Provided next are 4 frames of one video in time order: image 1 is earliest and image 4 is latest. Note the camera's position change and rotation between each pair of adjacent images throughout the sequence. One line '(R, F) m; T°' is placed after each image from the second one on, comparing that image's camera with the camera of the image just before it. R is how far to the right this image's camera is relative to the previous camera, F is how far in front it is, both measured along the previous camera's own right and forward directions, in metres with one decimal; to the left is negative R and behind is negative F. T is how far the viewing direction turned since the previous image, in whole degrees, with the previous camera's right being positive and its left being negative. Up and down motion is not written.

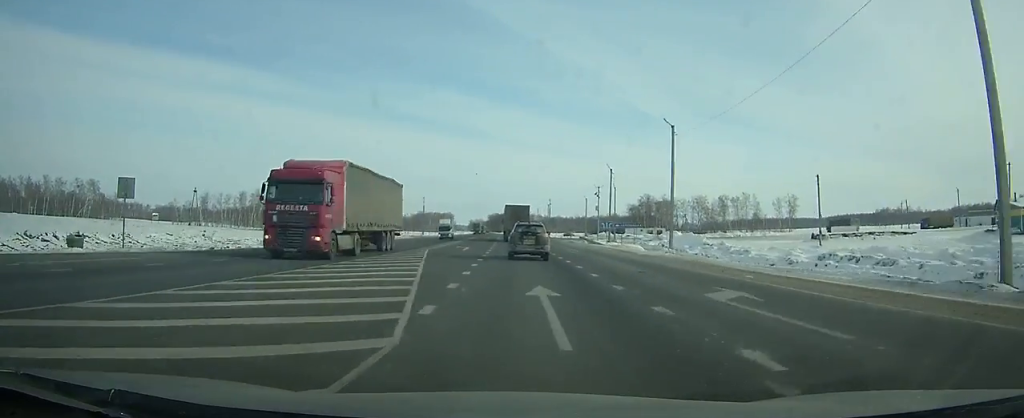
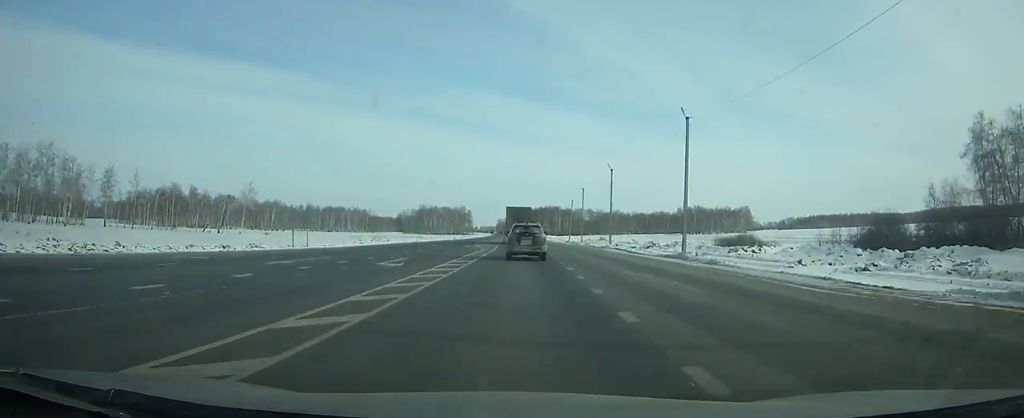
(-5.8, +182.3) m; -4°
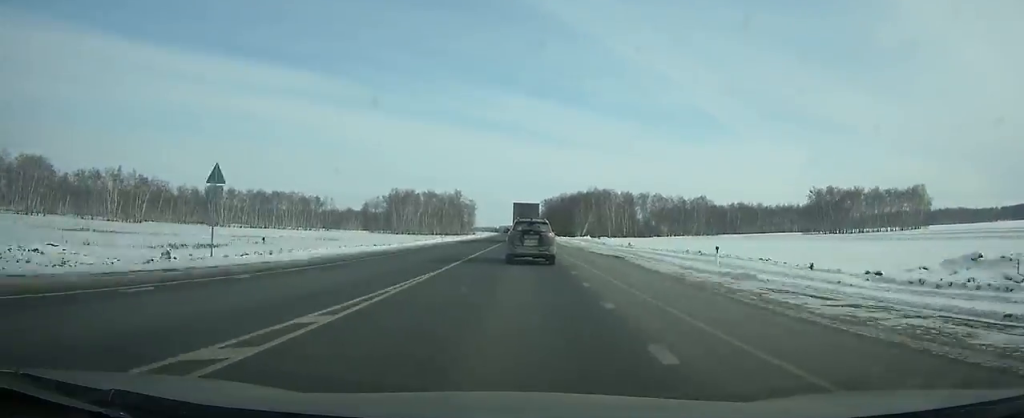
(-4.4, +165.3) m; -3°
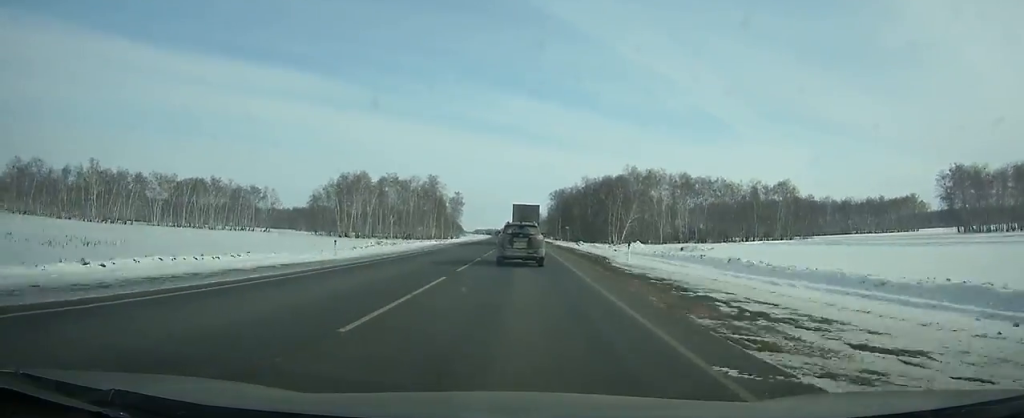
(-0.1, +87.6) m; 0°
